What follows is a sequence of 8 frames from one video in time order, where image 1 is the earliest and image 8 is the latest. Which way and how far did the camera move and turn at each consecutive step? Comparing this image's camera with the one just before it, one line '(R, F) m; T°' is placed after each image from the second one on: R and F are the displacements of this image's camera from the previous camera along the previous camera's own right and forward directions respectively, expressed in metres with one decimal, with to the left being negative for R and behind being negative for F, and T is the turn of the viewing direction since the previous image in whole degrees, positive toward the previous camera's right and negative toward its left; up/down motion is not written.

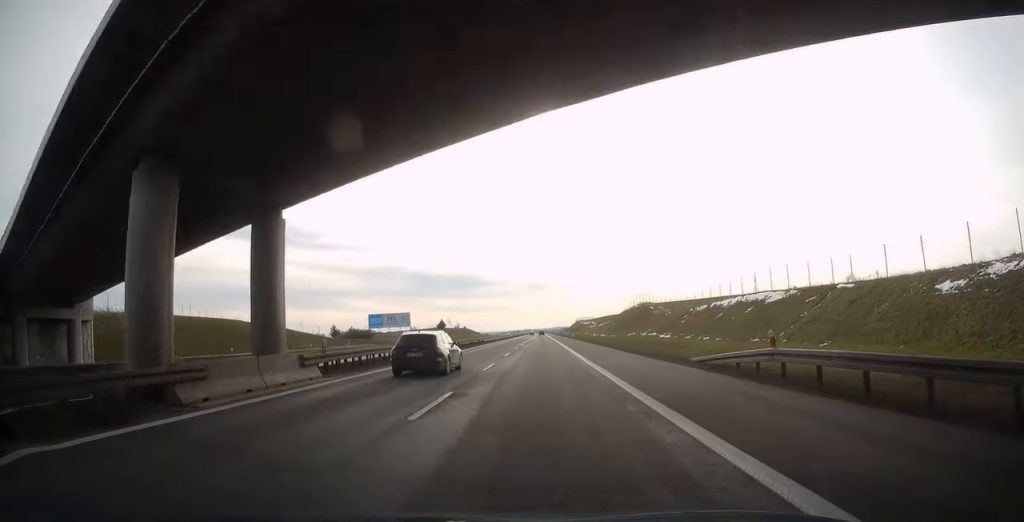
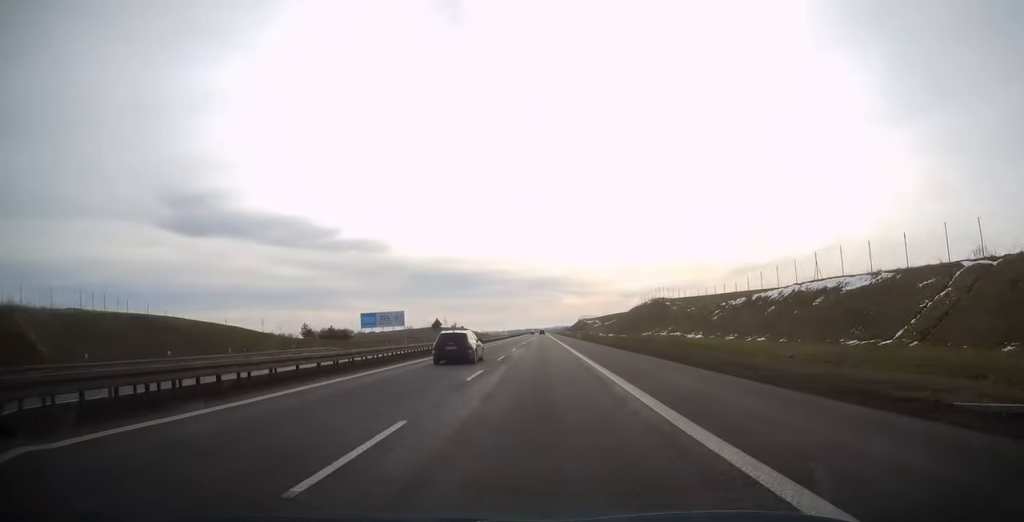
(0.0, +16.3) m; 0°
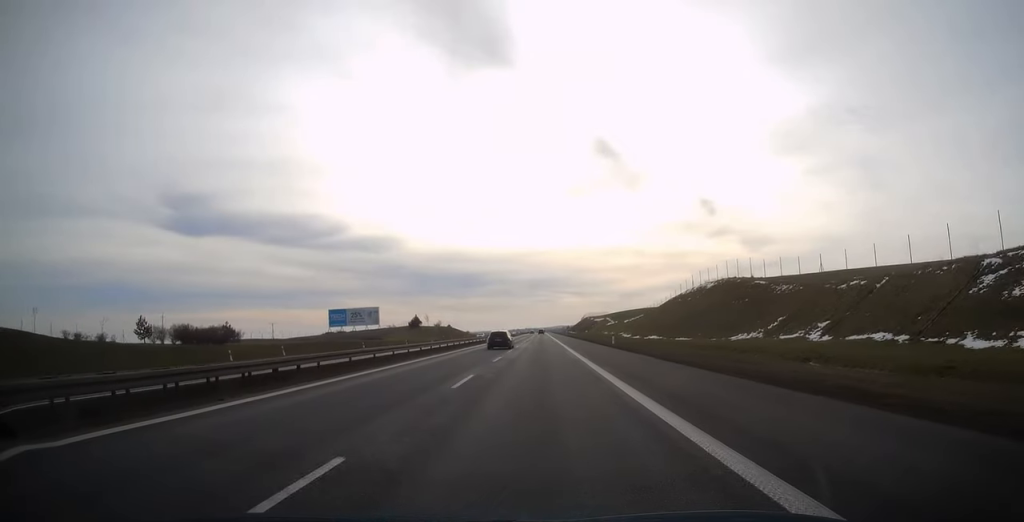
(0.0, +49.4) m; 0°
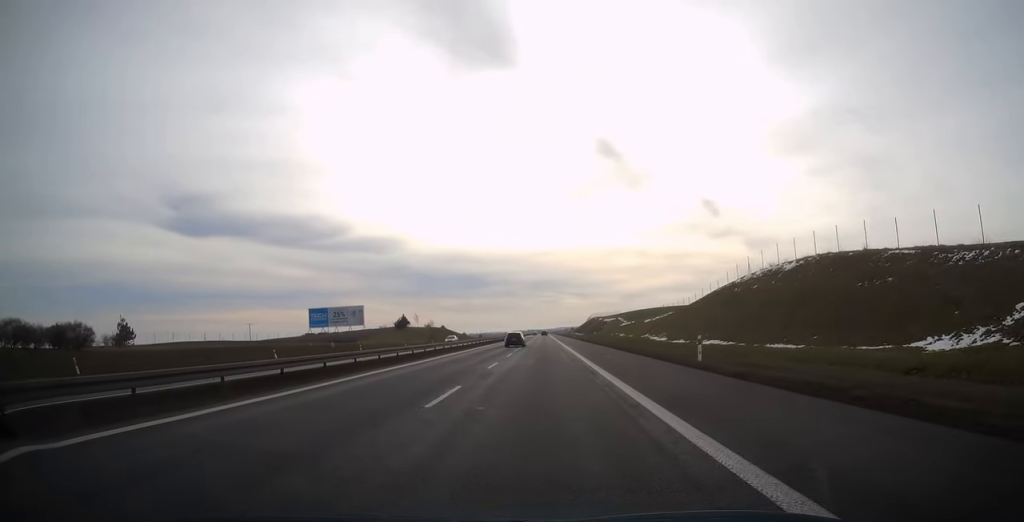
(-0.1, +27.4) m; 0°
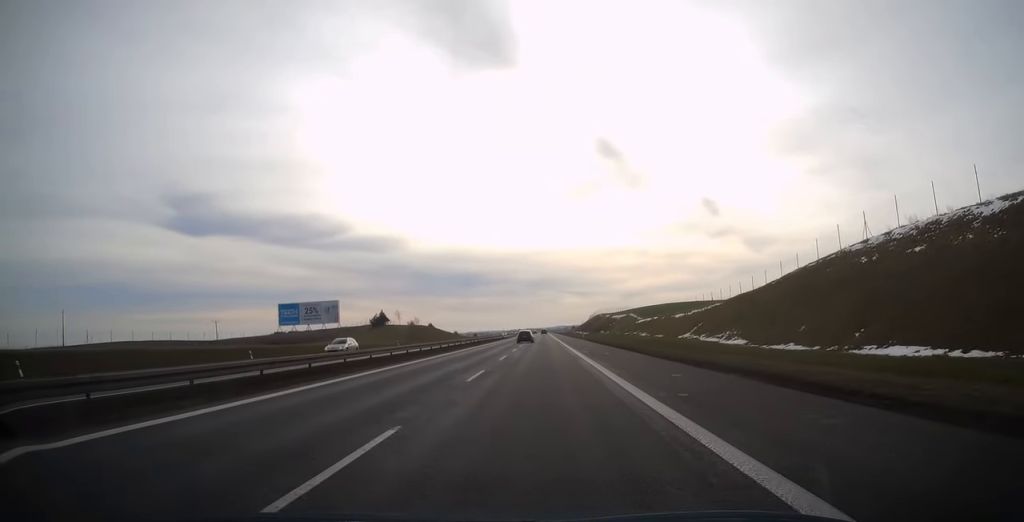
(0.0, +29.5) m; 0°
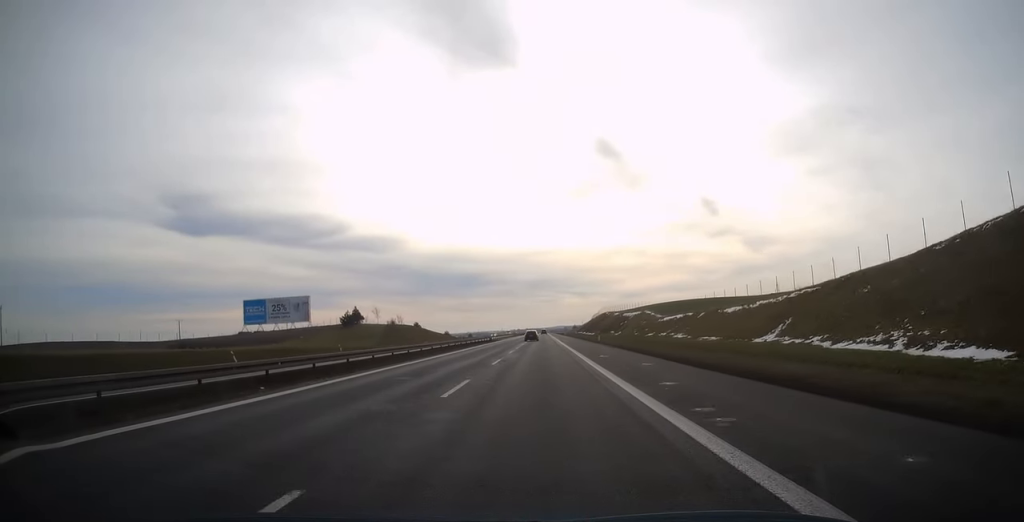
(0.0, +27.5) m; 0°
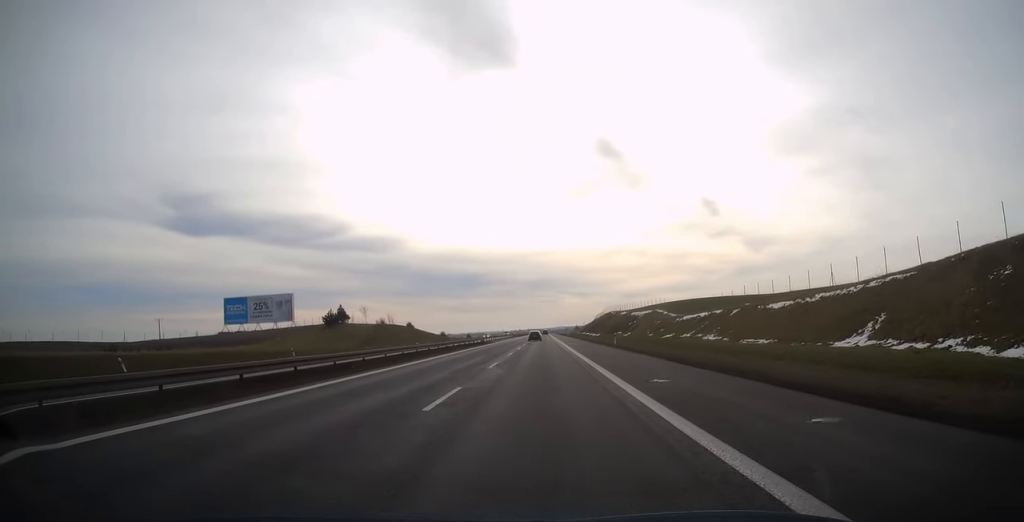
(-0.1, +13.8) m; 0°
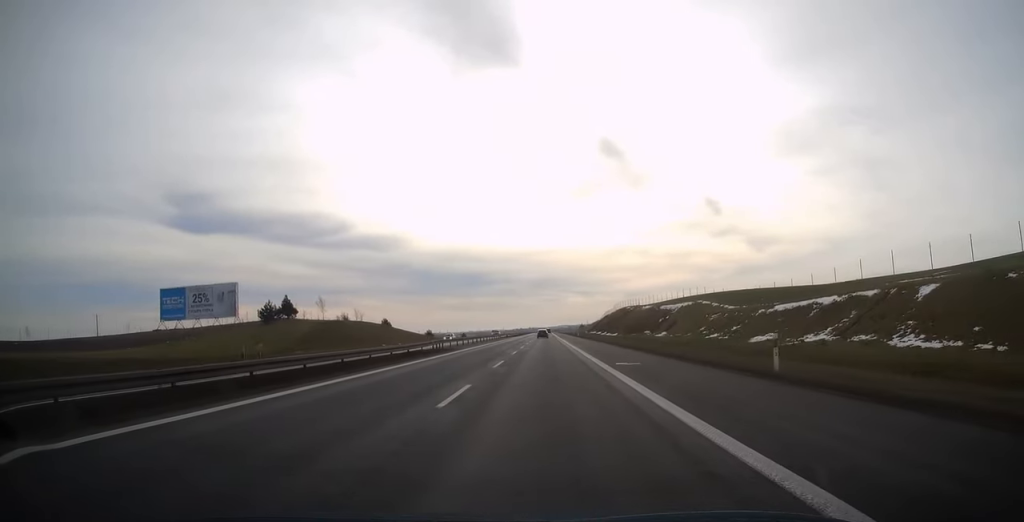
(+0.2, +35.7) m; 0°
